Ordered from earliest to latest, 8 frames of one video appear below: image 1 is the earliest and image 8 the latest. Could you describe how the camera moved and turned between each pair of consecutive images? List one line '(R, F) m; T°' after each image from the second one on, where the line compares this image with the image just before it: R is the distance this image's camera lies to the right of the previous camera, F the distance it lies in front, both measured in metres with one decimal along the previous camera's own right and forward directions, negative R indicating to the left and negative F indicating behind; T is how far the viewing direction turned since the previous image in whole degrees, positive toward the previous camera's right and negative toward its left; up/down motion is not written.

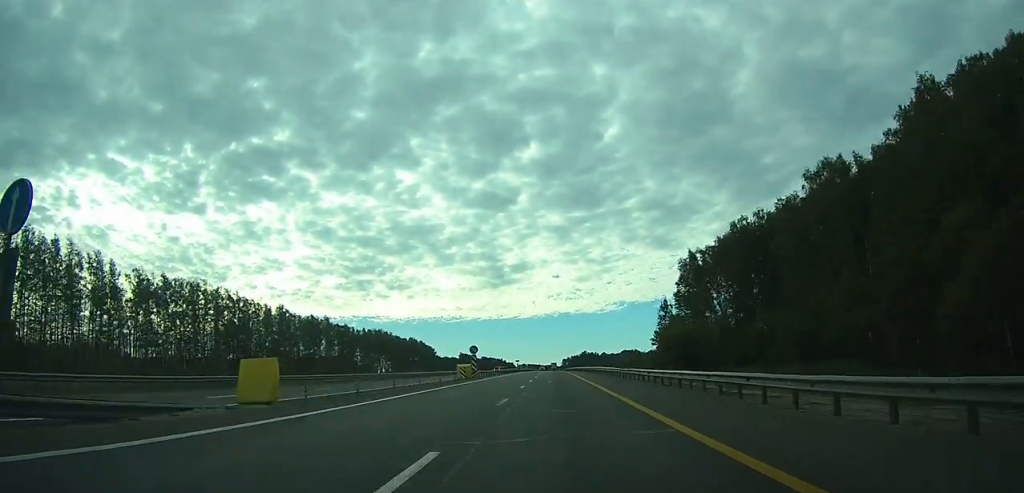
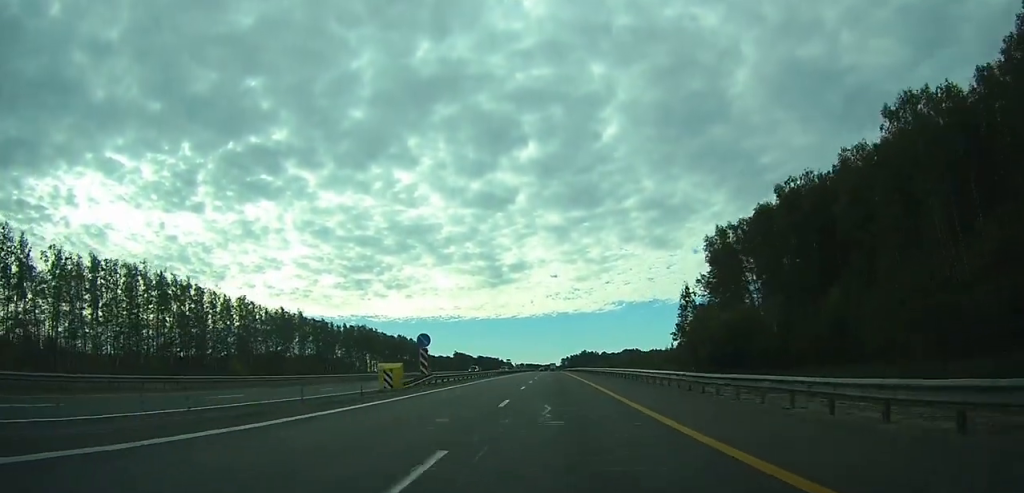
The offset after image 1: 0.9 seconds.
(+0.1, +23.8) m; 0°
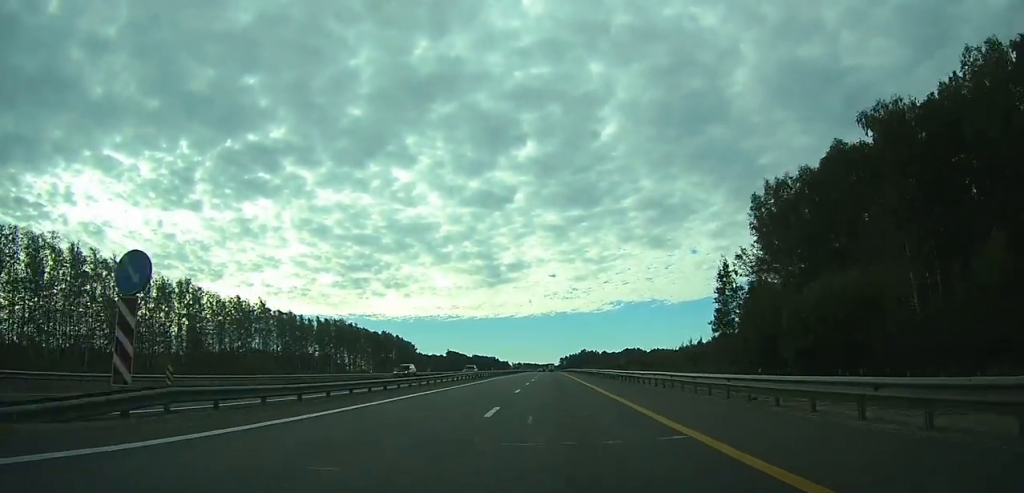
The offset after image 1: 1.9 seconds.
(0.0, +27.2) m; 0°
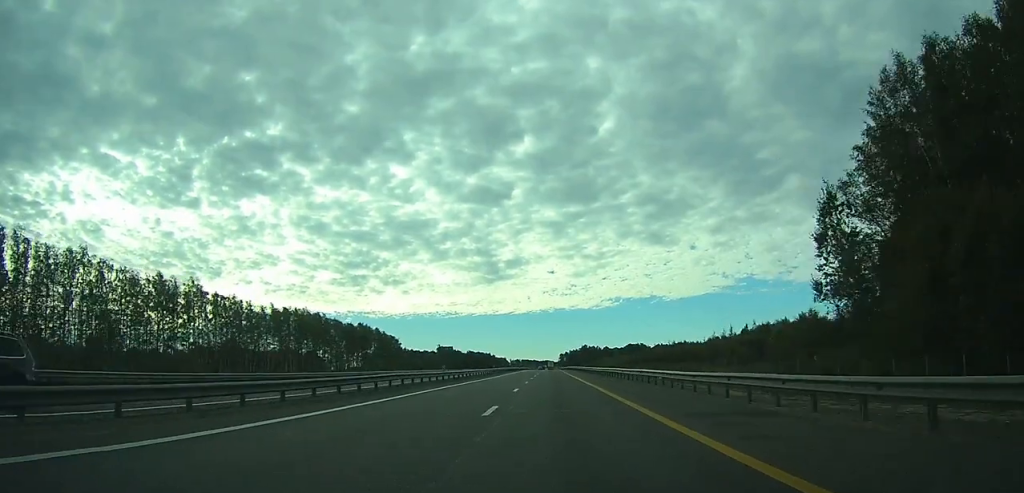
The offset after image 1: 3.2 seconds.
(0.0, +36.0) m; 0°
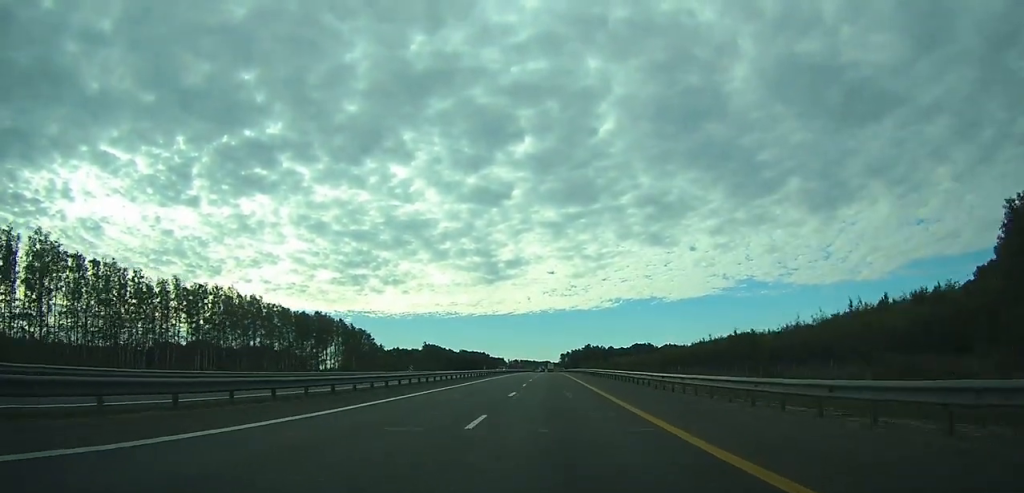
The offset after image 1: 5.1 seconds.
(-0.1, +49.4) m; 0°
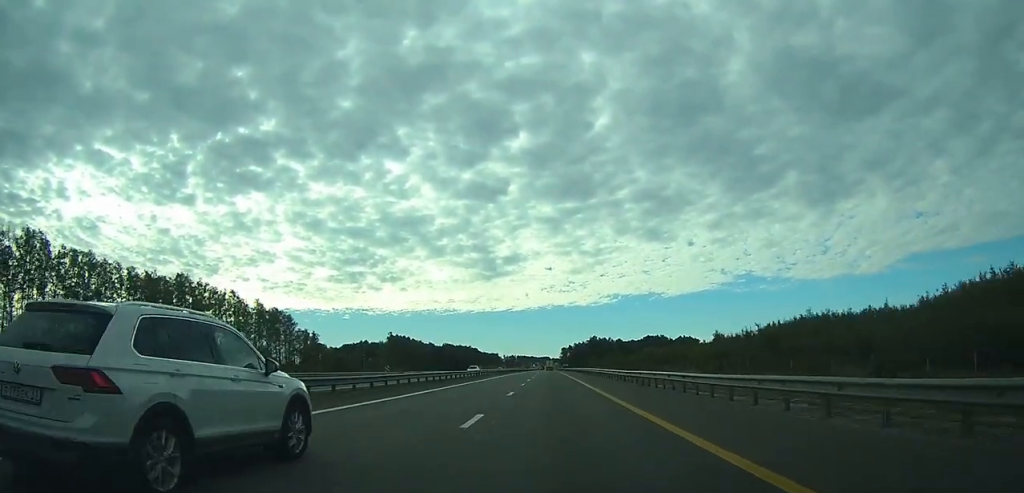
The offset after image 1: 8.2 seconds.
(-0.2, +80.6) m; 0°
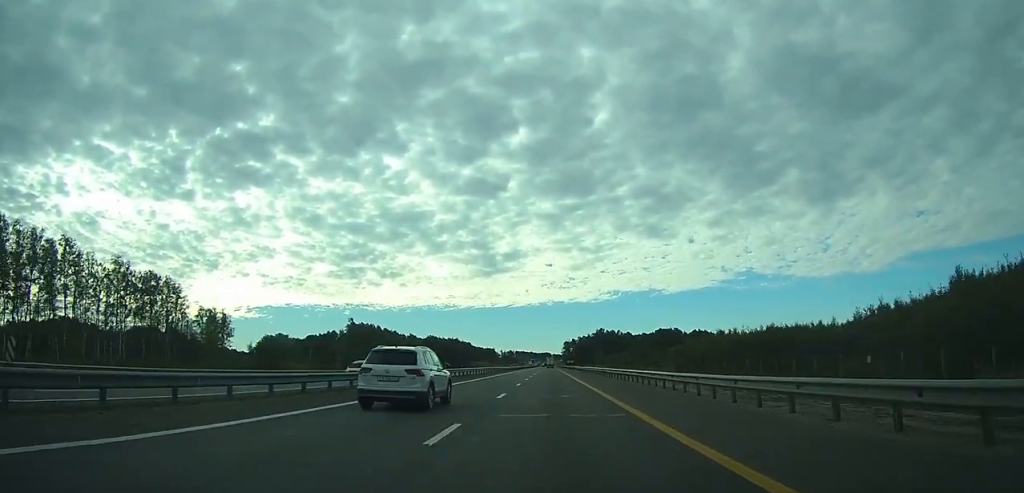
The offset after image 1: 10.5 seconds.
(-0.1, +59.0) m; 0°
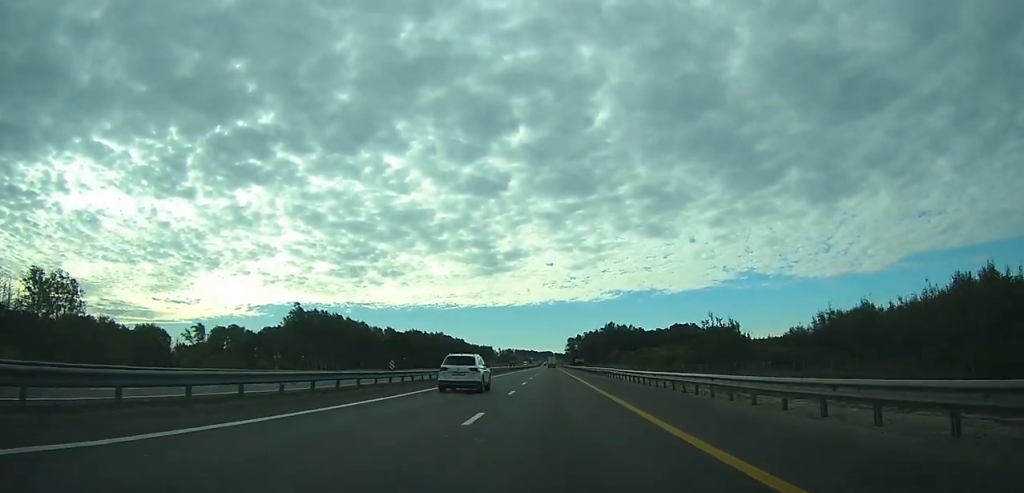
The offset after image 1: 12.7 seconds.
(-0.1, +57.0) m; 0°
